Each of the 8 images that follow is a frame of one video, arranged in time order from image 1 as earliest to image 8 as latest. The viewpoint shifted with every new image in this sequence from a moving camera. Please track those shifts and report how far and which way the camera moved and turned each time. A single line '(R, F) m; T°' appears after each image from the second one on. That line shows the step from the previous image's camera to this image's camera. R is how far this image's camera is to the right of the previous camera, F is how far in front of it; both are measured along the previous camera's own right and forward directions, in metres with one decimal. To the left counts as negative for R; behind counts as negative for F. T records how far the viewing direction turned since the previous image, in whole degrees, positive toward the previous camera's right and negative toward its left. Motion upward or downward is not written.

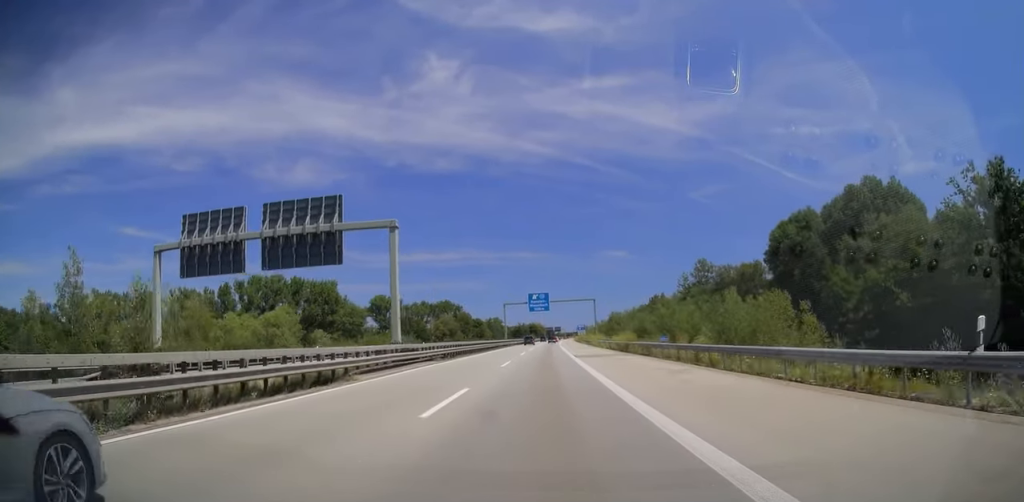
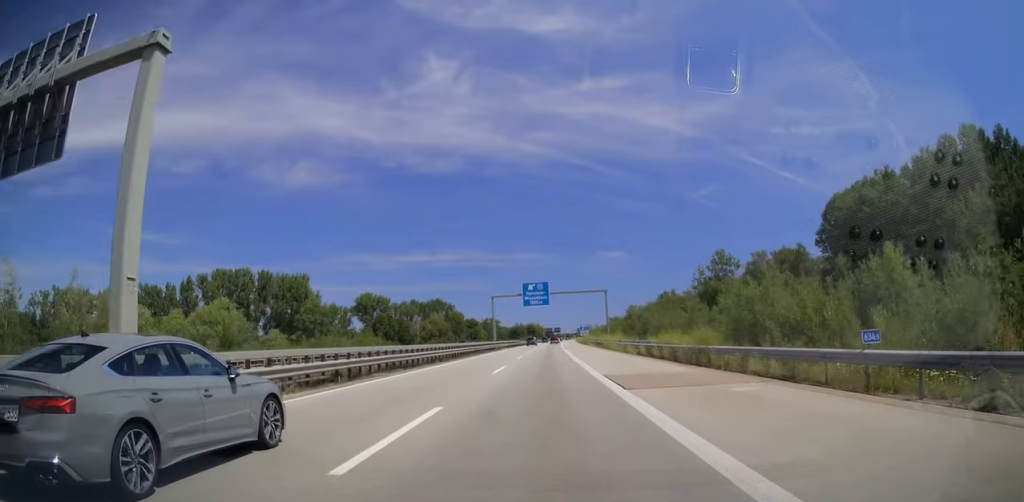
(0.0, +22.7) m; 0°
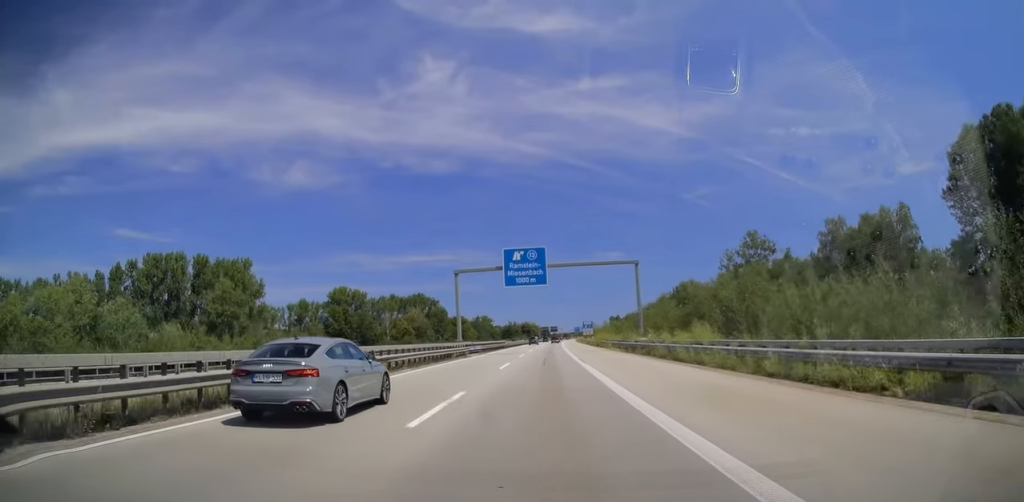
(+0.2, +33.0) m; 0°
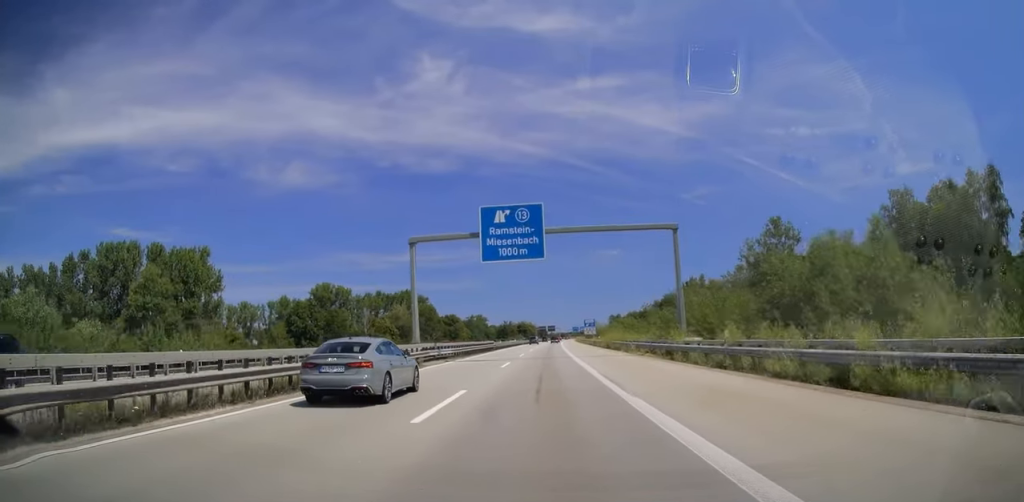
(-0.3, +17.7) m; 0°
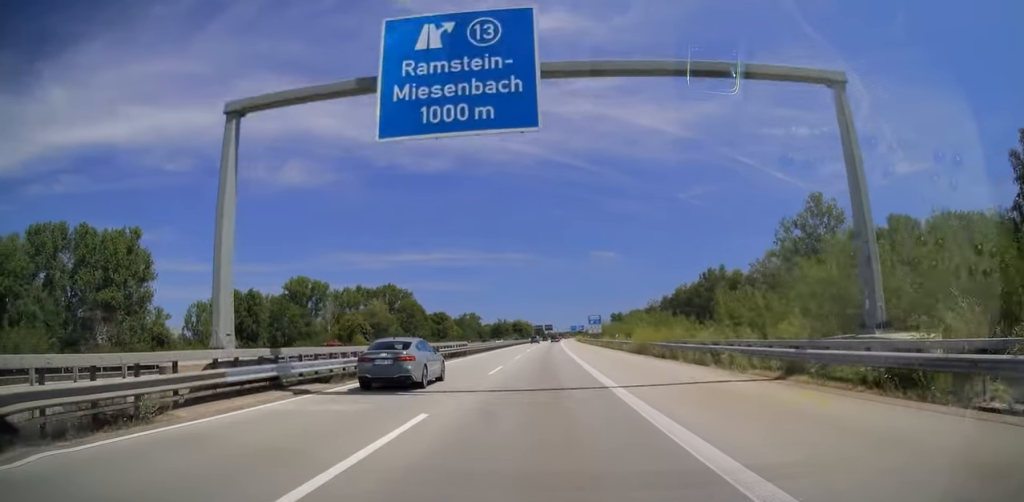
(+0.2, +23.2) m; +1°
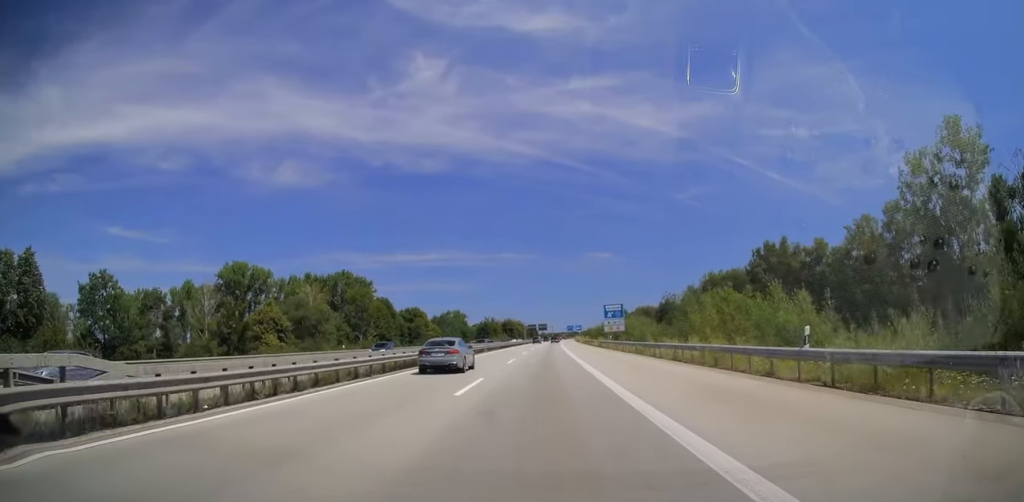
(+0.2, +44.8) m; 0°
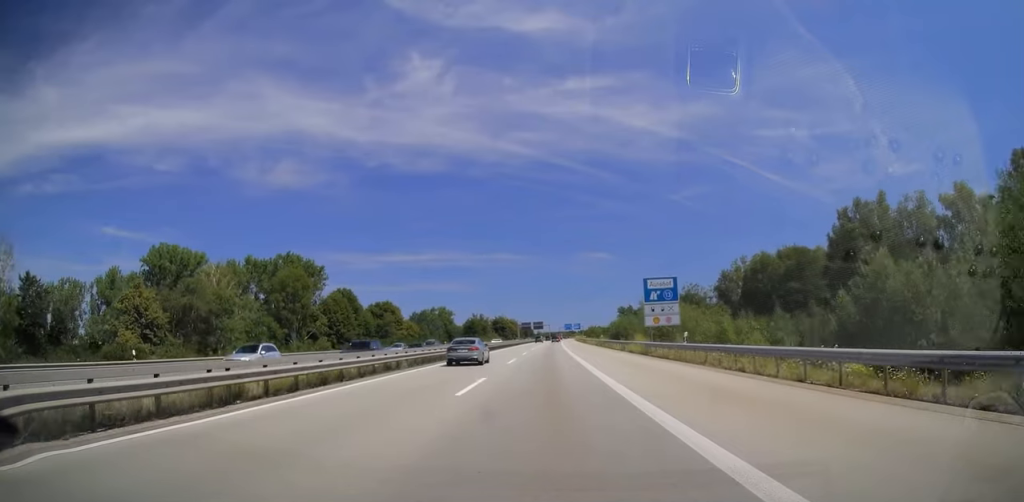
(0.0, +36.4) m; 0°
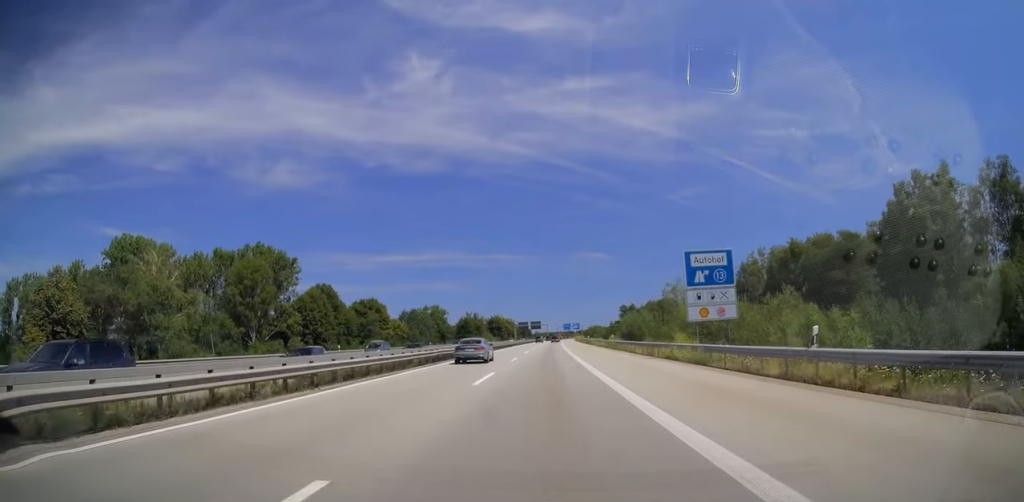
(-0.1, +14.8) m; 0°
